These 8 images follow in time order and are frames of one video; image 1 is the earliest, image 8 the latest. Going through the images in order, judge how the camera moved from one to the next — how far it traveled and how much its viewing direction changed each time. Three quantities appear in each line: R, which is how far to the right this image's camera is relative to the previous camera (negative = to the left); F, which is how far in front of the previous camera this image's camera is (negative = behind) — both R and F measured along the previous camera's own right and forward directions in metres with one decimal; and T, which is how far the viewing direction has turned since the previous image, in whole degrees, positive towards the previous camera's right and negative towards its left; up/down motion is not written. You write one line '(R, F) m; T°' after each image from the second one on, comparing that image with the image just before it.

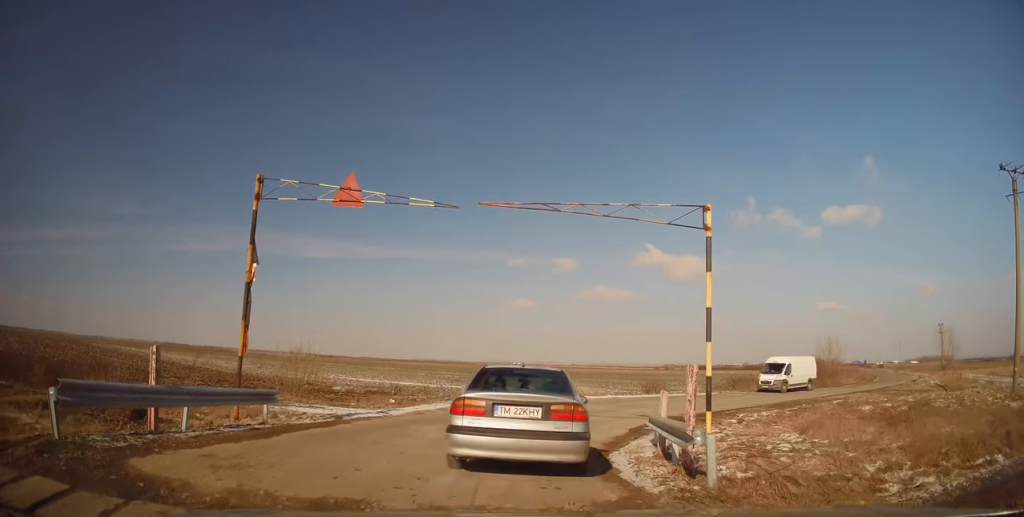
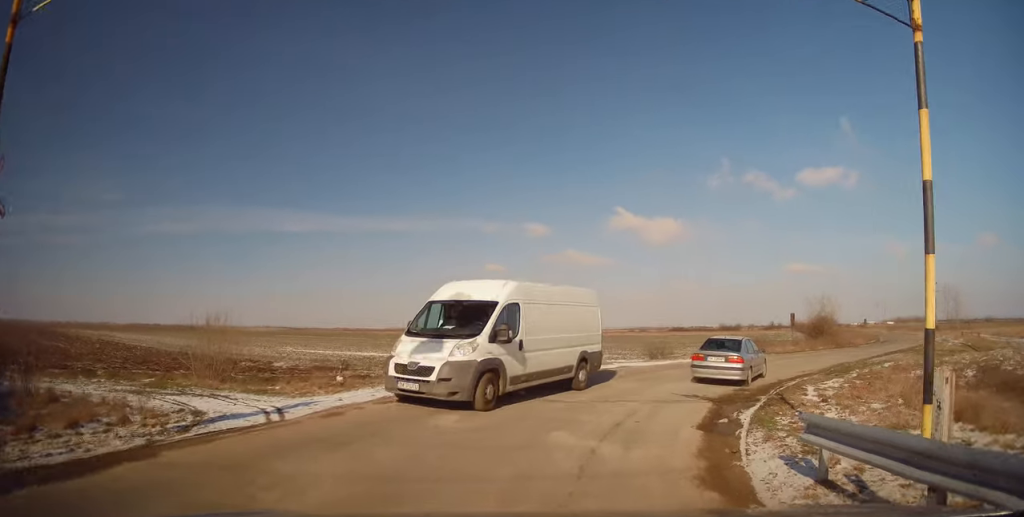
(+0.2, +7.2) m; +11°
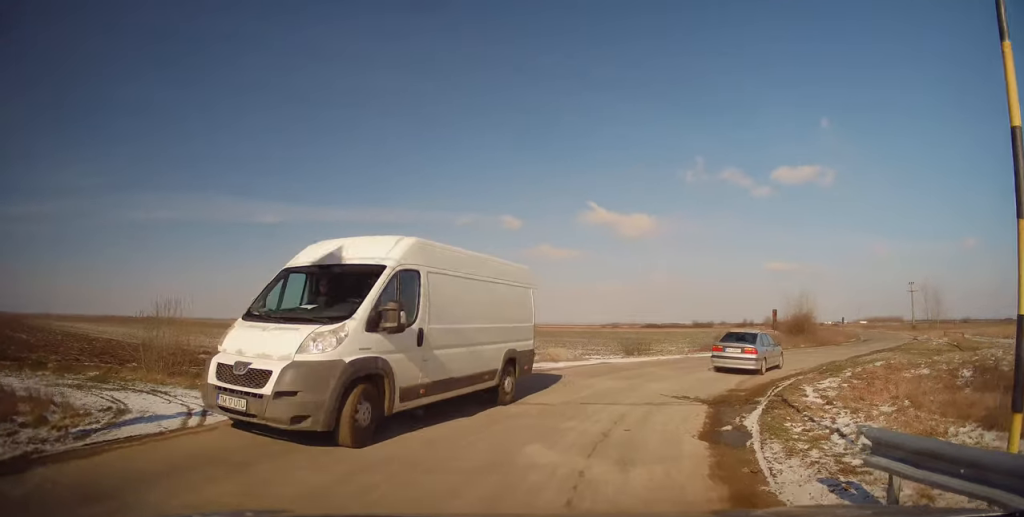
(+0.2, +1.7) m; +2°
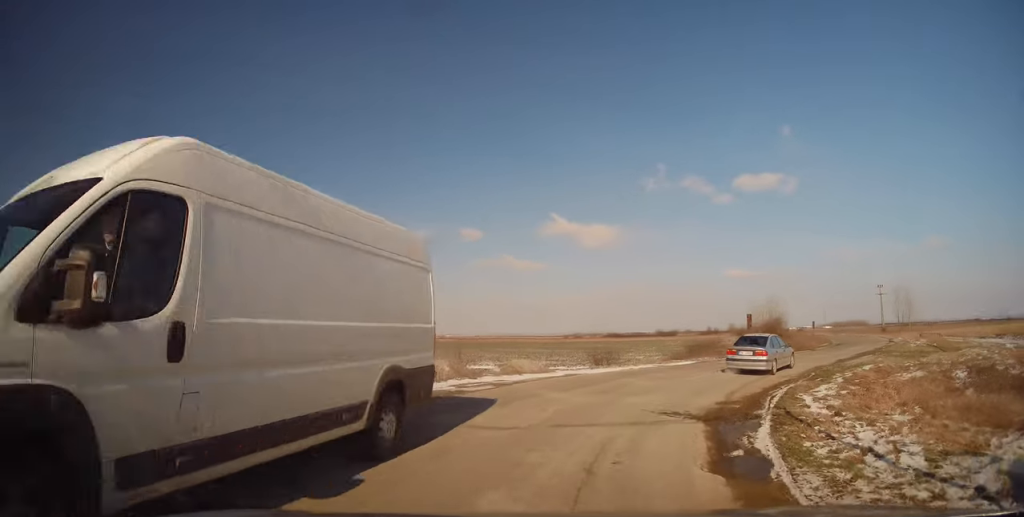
(0.0, +1.7) m; +3°
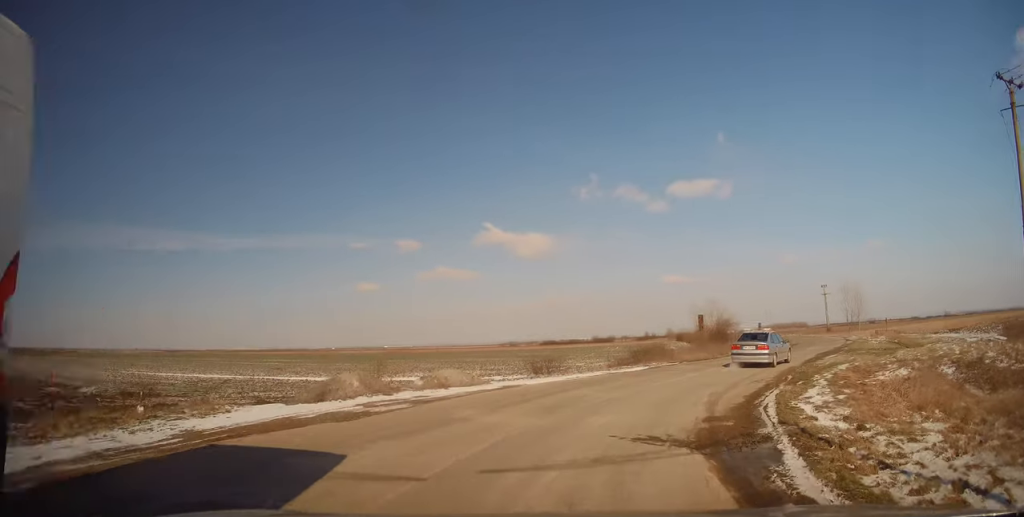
(-0.2, +2.4) m; +4°
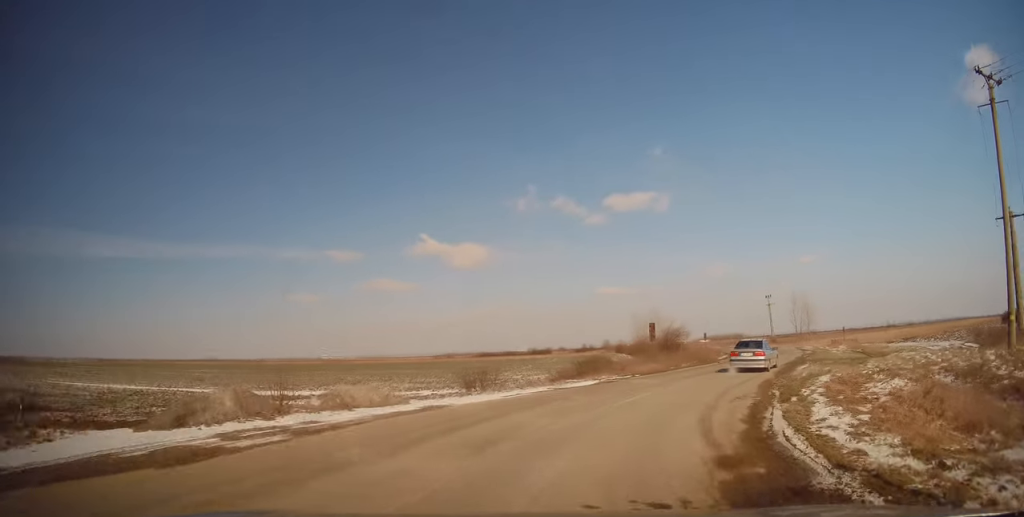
(+0.2, +2.8) m; +6°
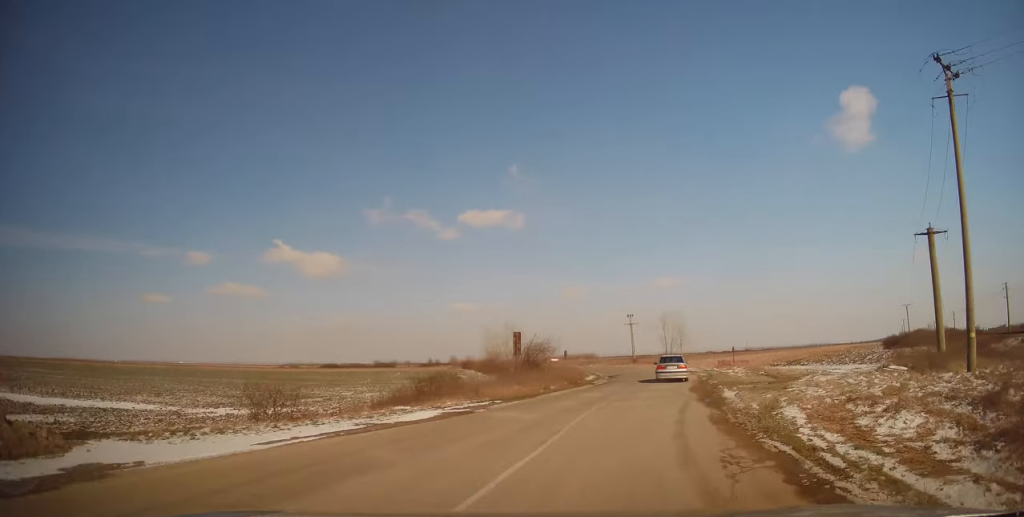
(+0.9, +7.2) m; +17°
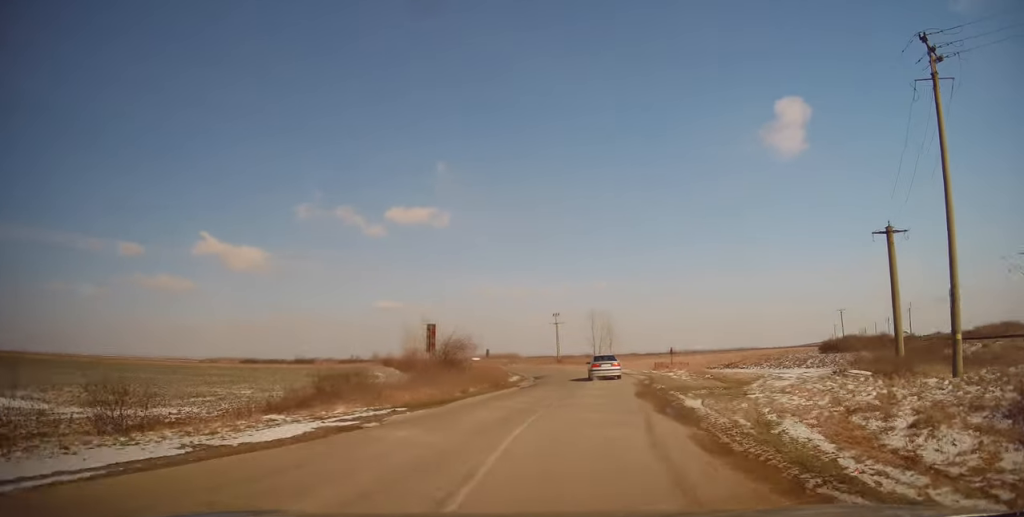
(0.0, +3.7) m; +7°
